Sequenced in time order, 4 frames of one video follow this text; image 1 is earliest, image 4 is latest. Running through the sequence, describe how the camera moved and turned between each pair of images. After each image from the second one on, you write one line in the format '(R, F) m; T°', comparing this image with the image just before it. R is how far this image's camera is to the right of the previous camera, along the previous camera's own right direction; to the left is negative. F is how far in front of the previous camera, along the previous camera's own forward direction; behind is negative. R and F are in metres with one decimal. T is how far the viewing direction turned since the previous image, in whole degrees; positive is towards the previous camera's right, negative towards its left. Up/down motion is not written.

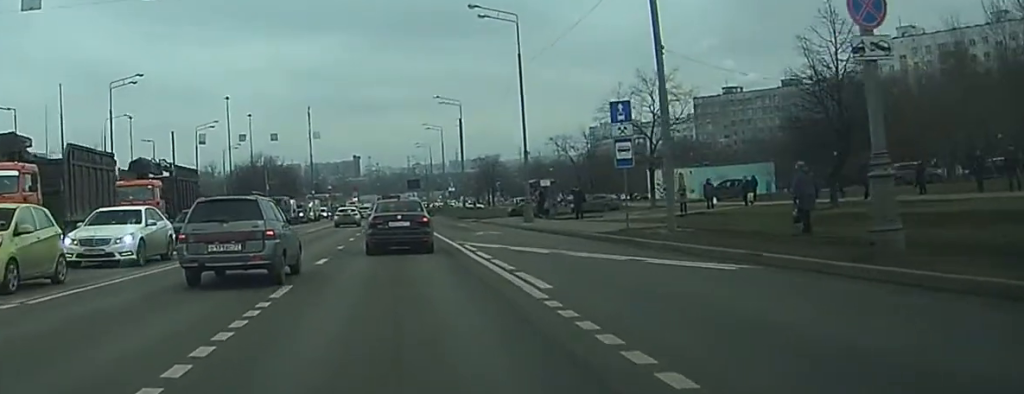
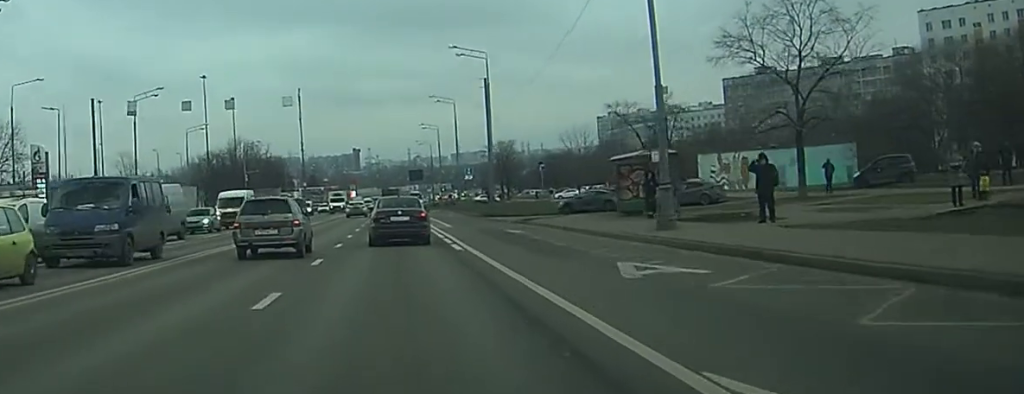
(-0.2, +26.0) m; 0°
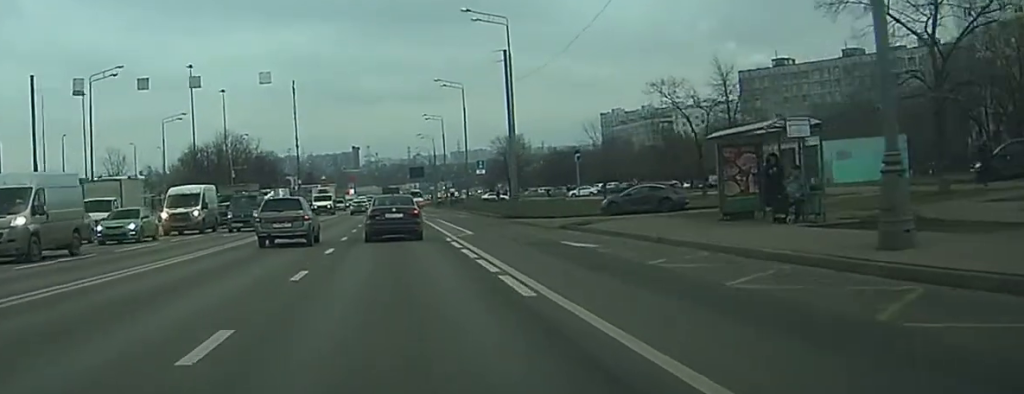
(0.0, +12.3) m; +1°
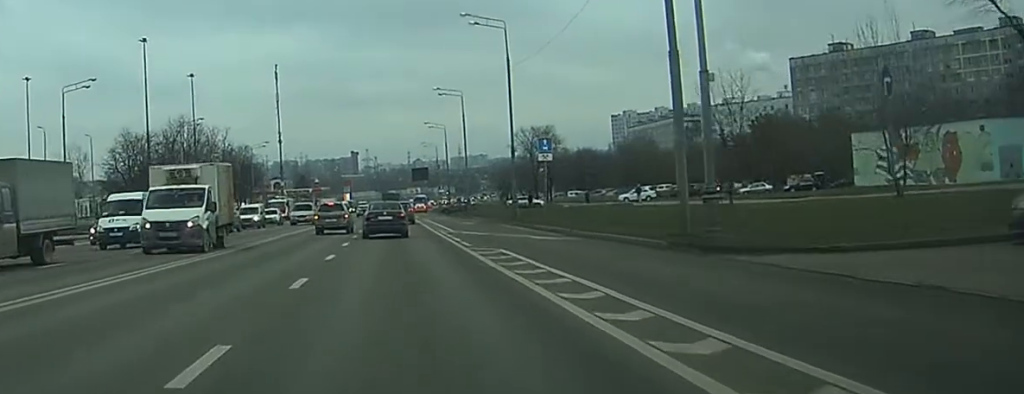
(+0.3, +33.6) m; 0°
